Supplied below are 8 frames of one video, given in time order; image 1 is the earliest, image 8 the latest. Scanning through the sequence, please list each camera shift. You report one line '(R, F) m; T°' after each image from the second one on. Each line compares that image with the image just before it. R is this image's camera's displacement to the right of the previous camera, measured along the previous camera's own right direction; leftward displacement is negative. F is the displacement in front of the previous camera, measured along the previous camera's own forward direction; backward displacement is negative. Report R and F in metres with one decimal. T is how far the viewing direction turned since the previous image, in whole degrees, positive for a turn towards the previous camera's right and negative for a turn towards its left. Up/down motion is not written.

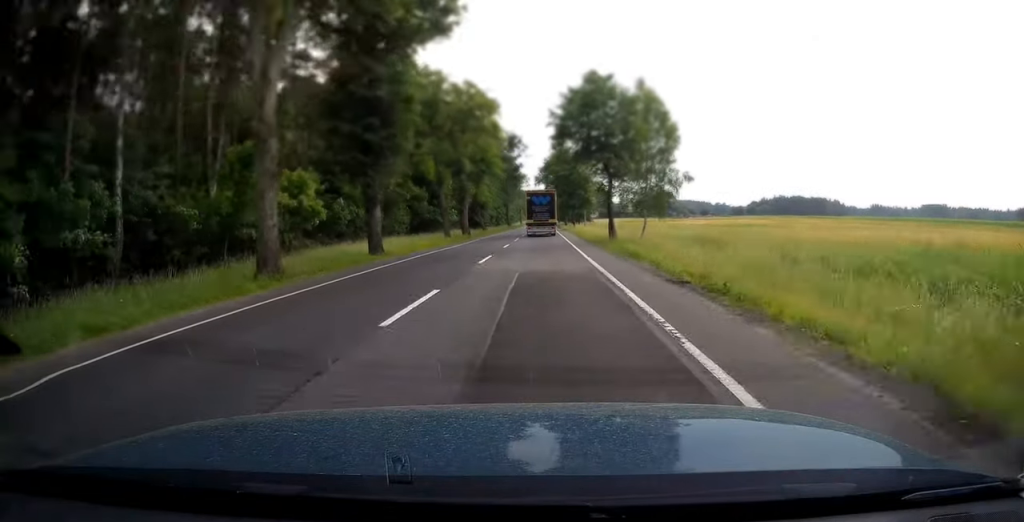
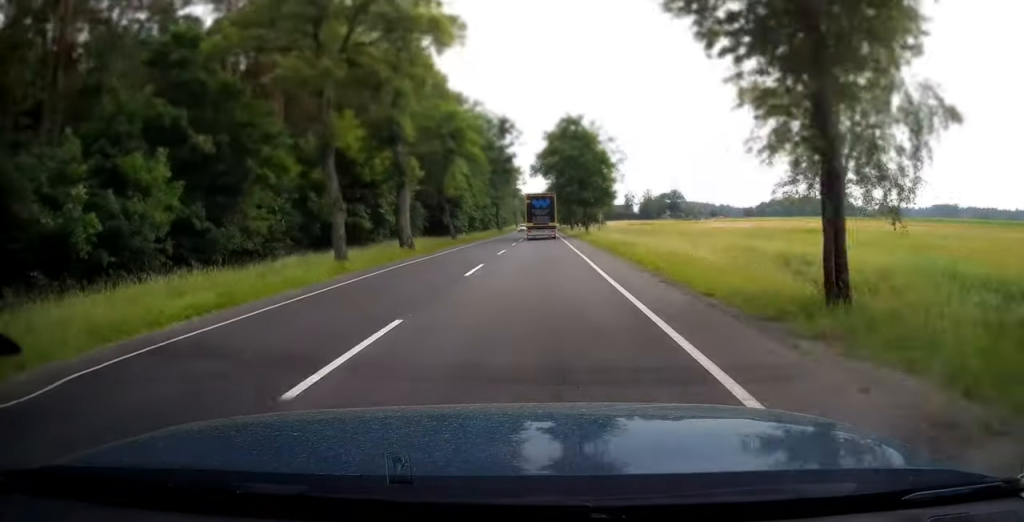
(+0.3, +27.1) m; 0°
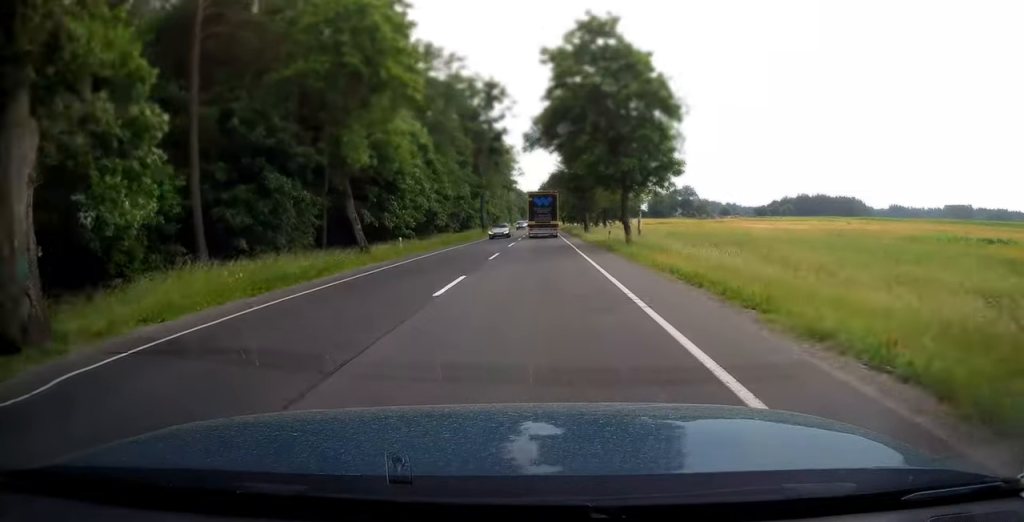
(+0.1, +28.6) m; 0°
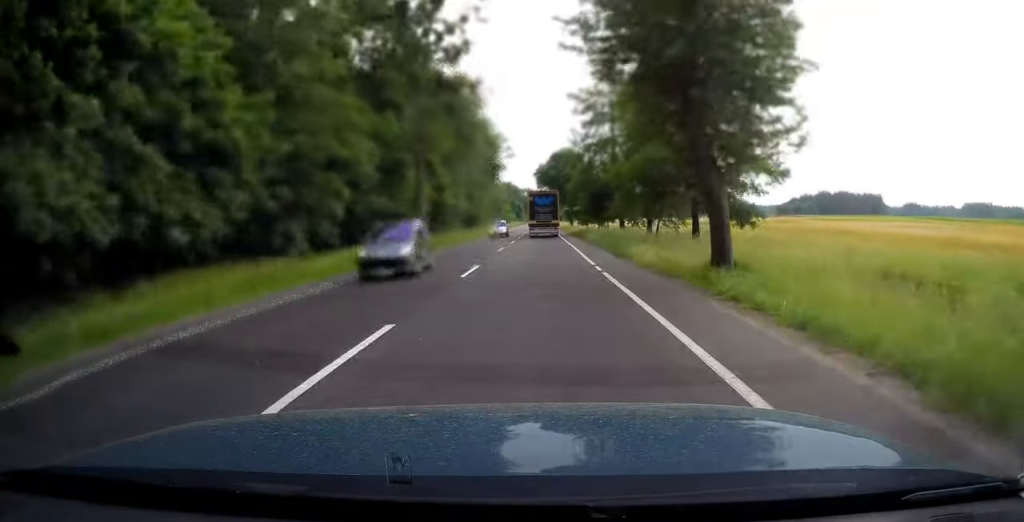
(0.0, +43.1) m; 0°
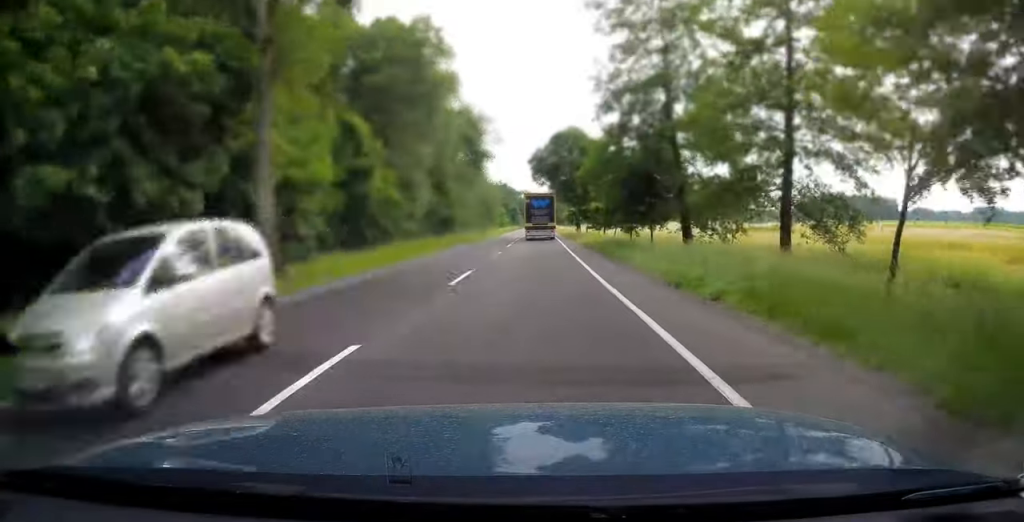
(0.0, +24.6) m; 0°
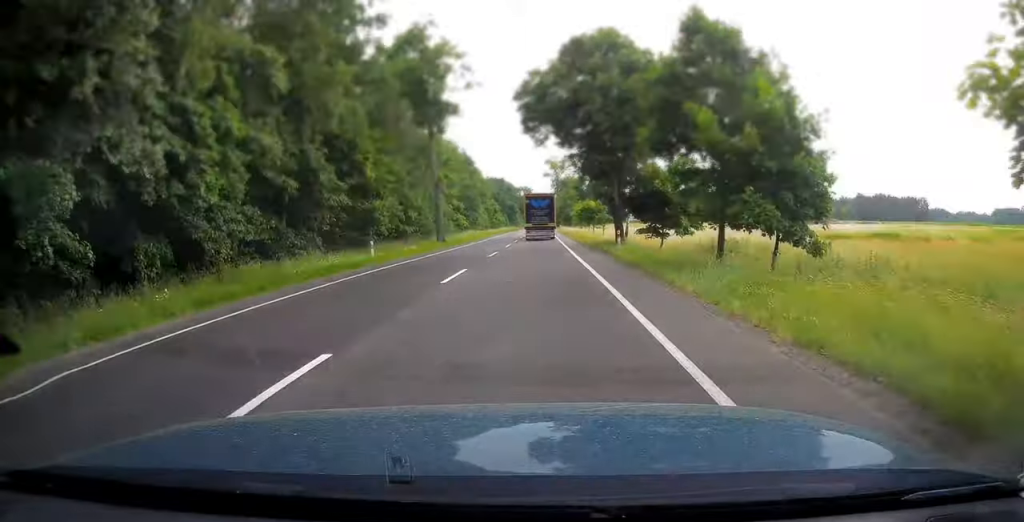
(-0.1, +35.9) m; 0°
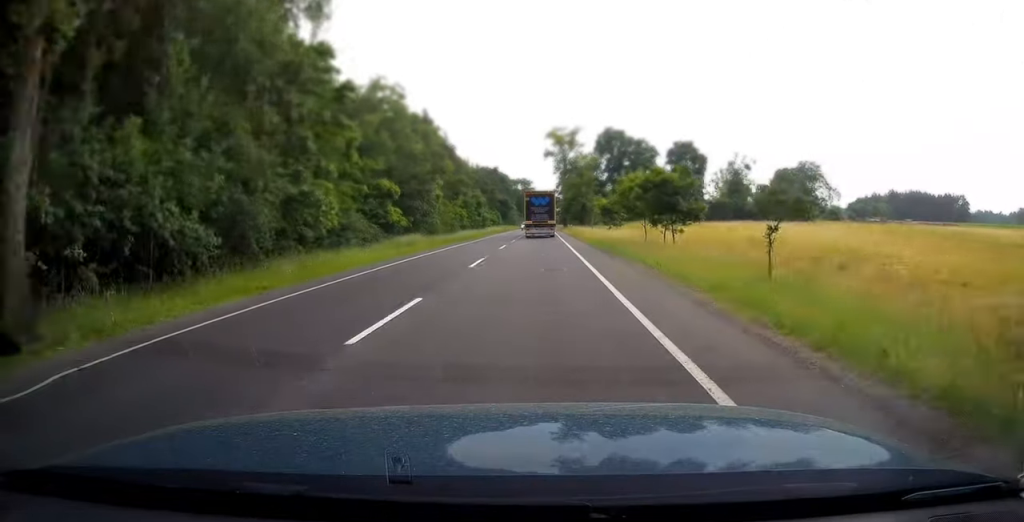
(0.0, +42.8) m; 0°
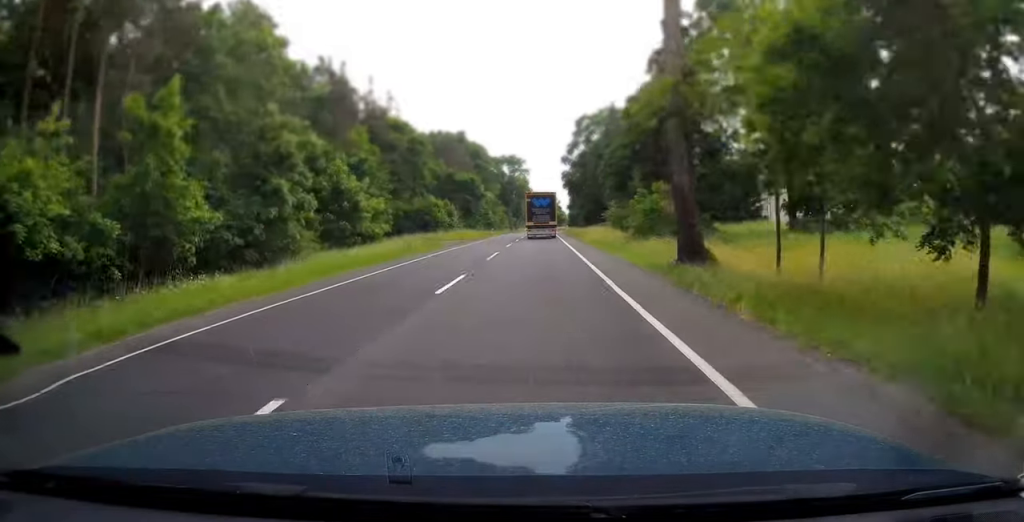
(+0.1, +89.4) m; 0°
